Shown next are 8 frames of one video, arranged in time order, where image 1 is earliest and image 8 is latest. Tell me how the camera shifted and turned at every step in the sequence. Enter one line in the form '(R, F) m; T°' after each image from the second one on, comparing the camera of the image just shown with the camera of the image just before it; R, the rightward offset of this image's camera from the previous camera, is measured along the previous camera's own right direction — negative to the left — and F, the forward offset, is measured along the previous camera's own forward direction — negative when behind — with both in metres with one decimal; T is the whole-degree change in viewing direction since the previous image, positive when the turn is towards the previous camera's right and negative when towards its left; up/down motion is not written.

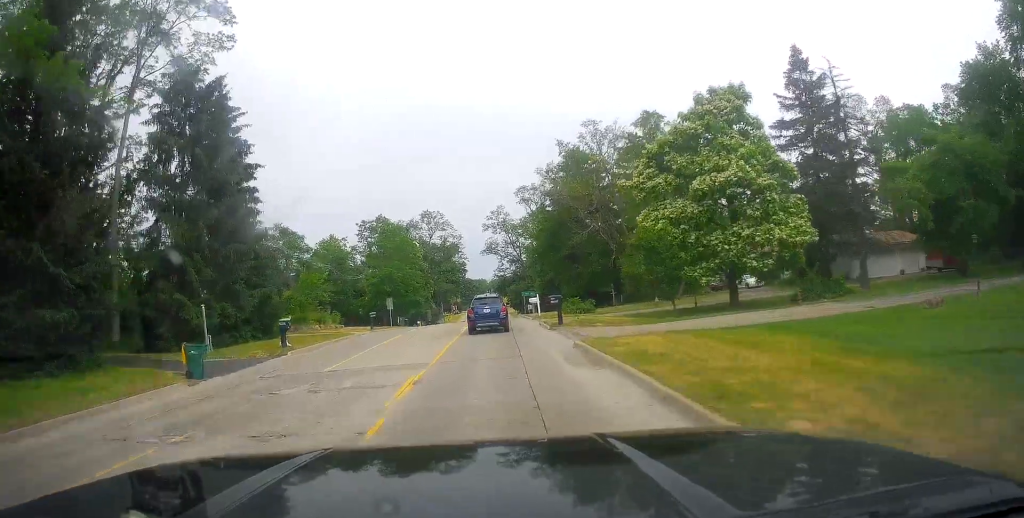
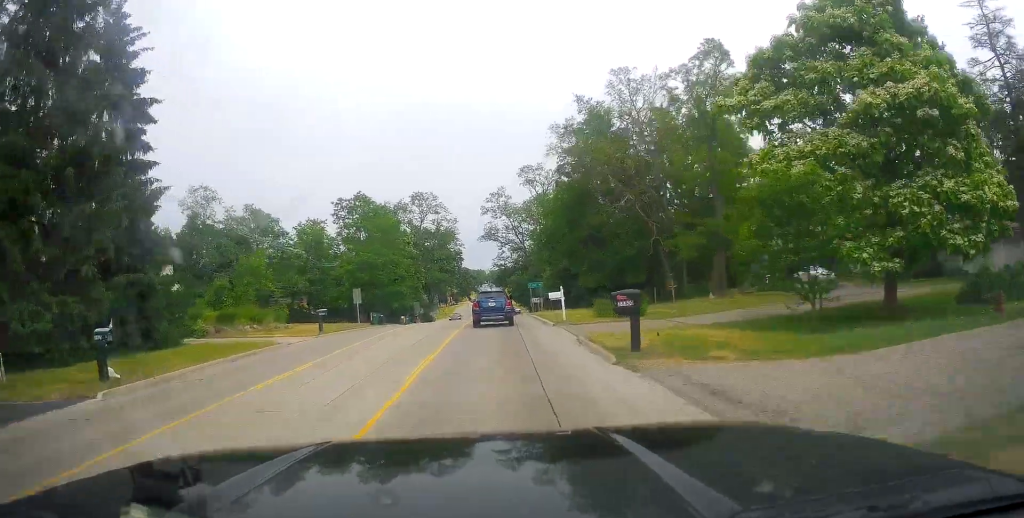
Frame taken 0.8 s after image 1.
(-0.2, +13.4) m; -1°
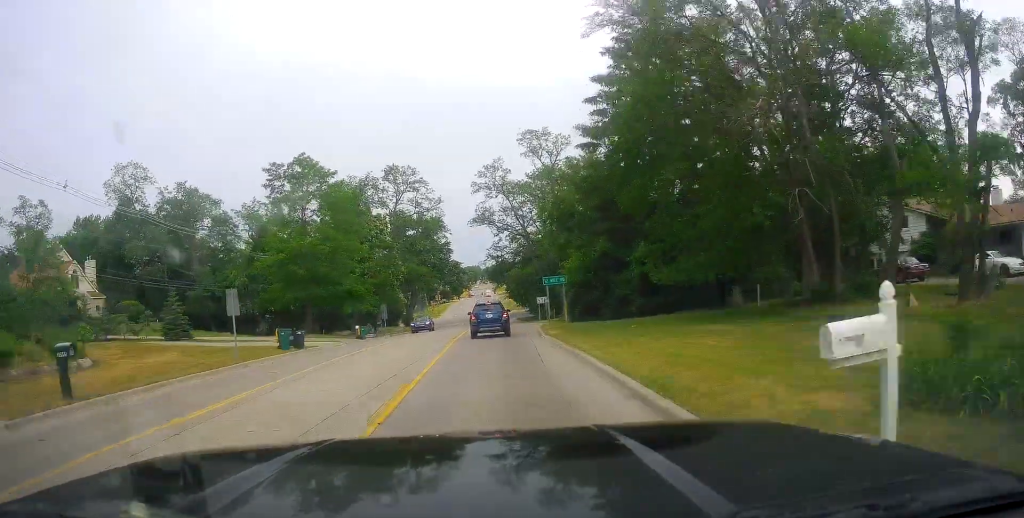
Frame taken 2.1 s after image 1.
(0.0, +21.0) m; +1°
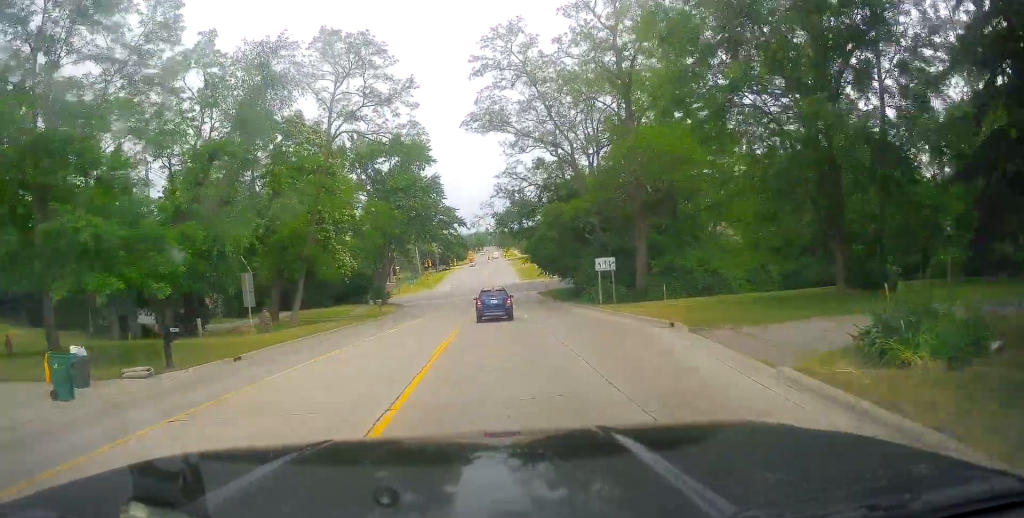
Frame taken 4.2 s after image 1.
(+0.4, +35.5) m; -1°
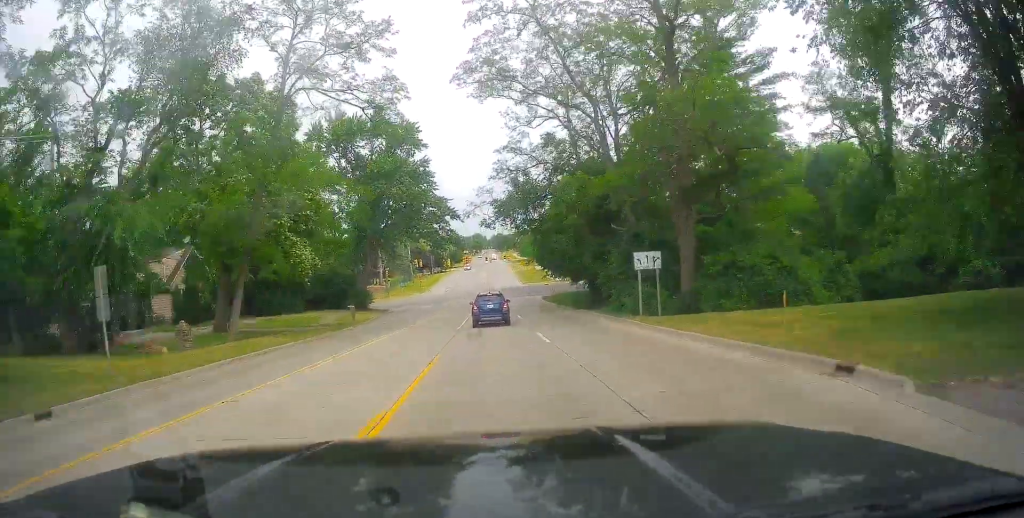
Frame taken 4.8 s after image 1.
(-0.2, +9.8) m; 0°
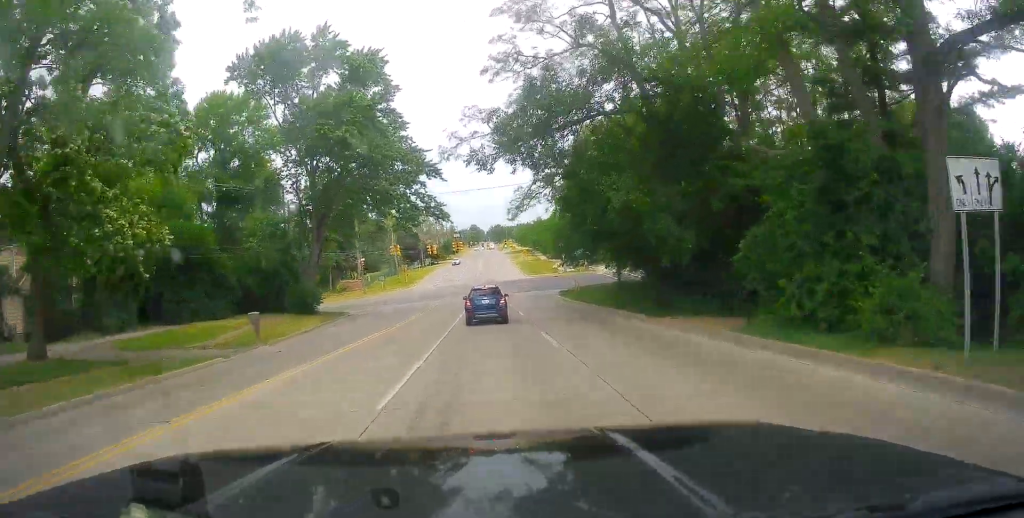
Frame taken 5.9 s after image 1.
(-0.1, +18.1) m; +1°
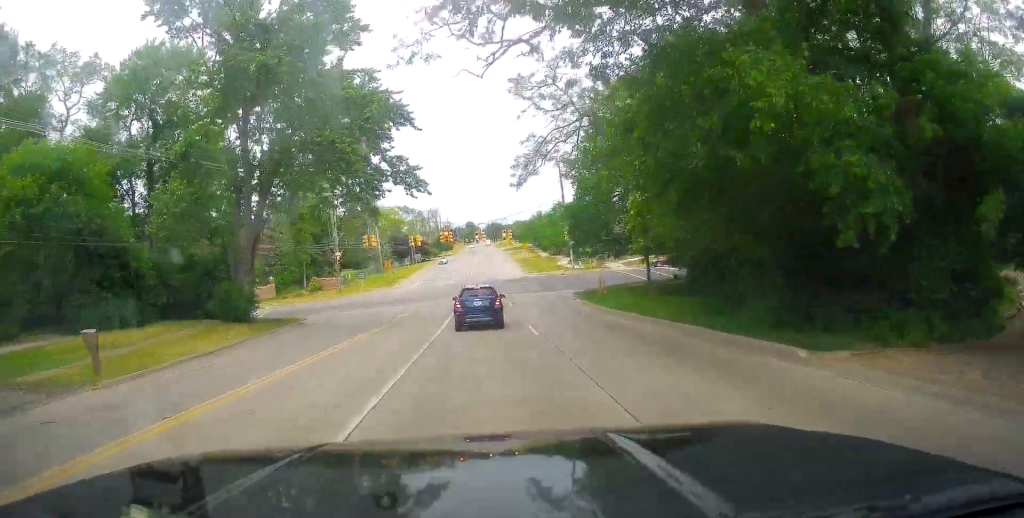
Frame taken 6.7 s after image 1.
(+0.3, +12.1) m; +1°
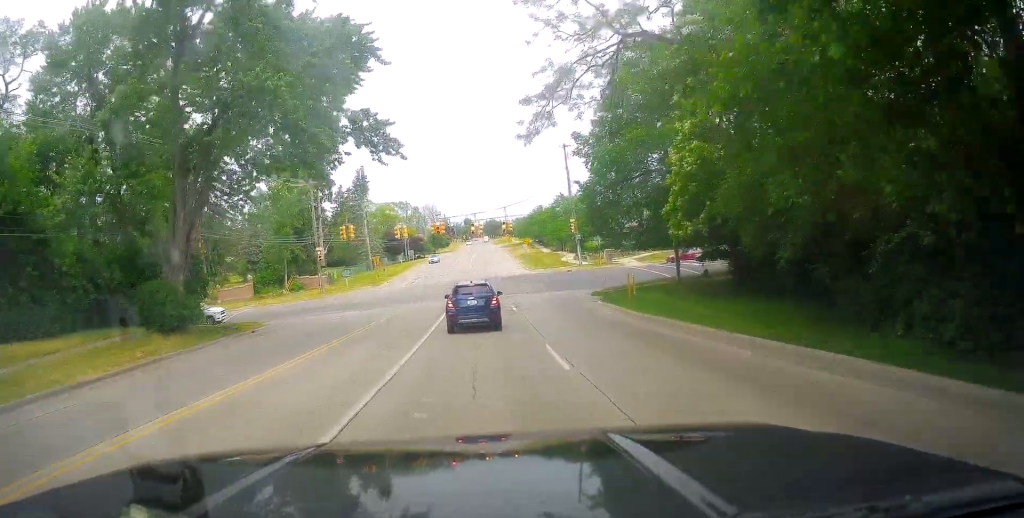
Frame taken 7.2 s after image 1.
(+0.1, +8.2) m; -1°
